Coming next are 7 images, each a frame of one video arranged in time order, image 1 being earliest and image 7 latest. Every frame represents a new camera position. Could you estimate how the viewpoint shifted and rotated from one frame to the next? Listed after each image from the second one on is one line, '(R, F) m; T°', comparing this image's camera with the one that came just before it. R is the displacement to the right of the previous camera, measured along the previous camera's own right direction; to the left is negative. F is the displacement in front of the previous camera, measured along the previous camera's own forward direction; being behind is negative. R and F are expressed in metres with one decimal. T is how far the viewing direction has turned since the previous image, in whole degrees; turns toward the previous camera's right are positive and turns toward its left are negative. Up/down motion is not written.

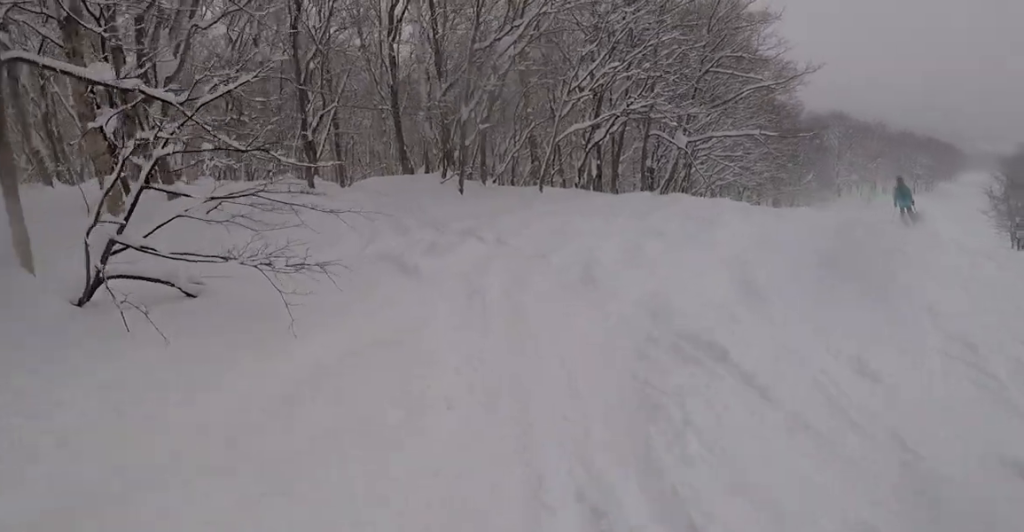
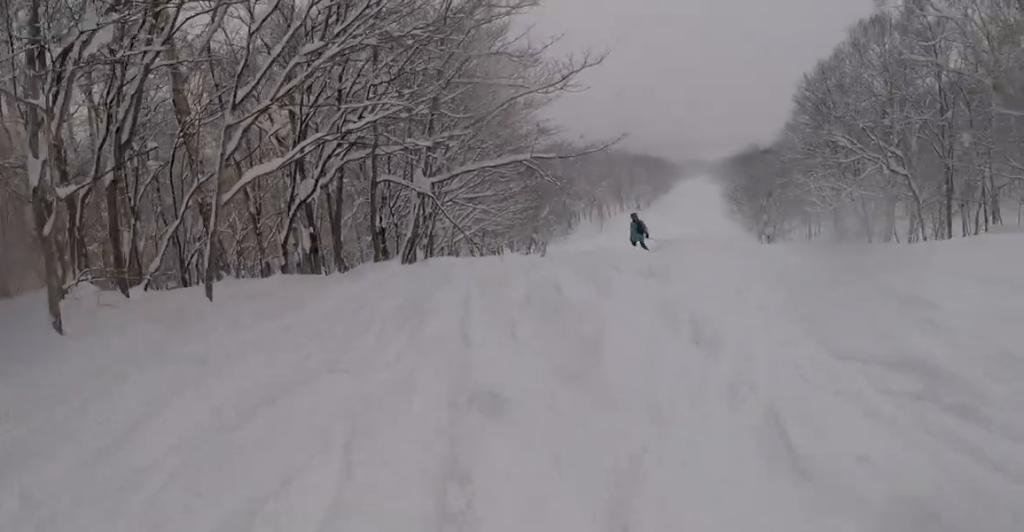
(+2.0, +6.4) m; +27°
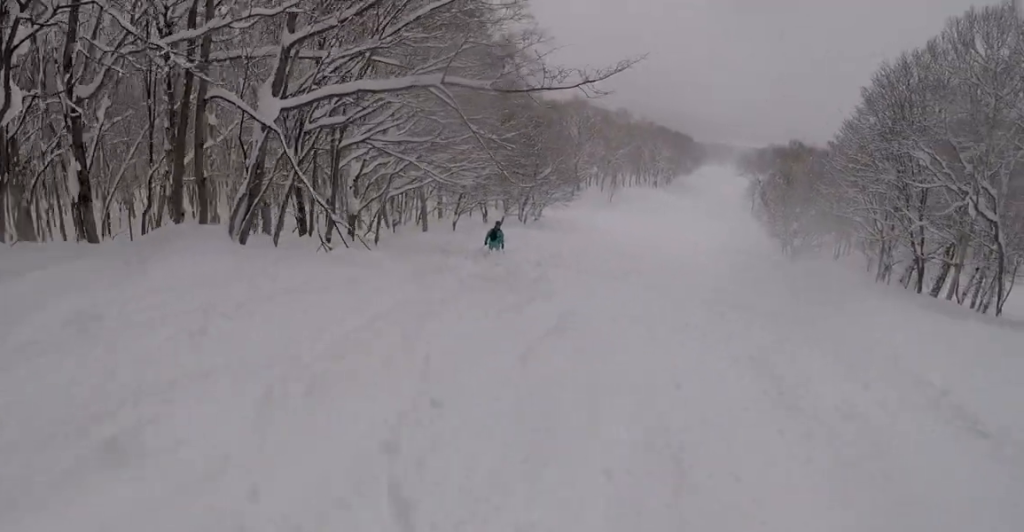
(+0.5, +8.1) m; -6°
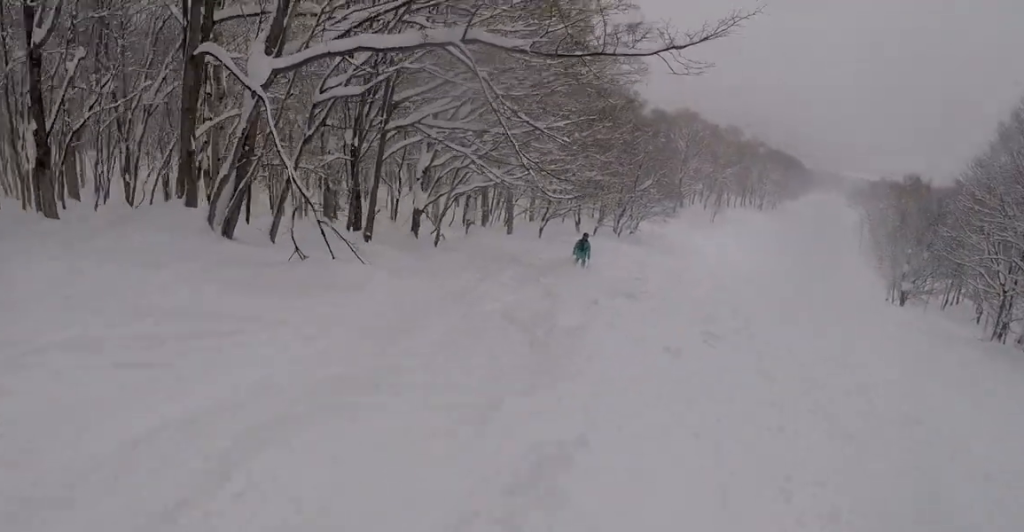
(+0.1, +3.2) m; -8°
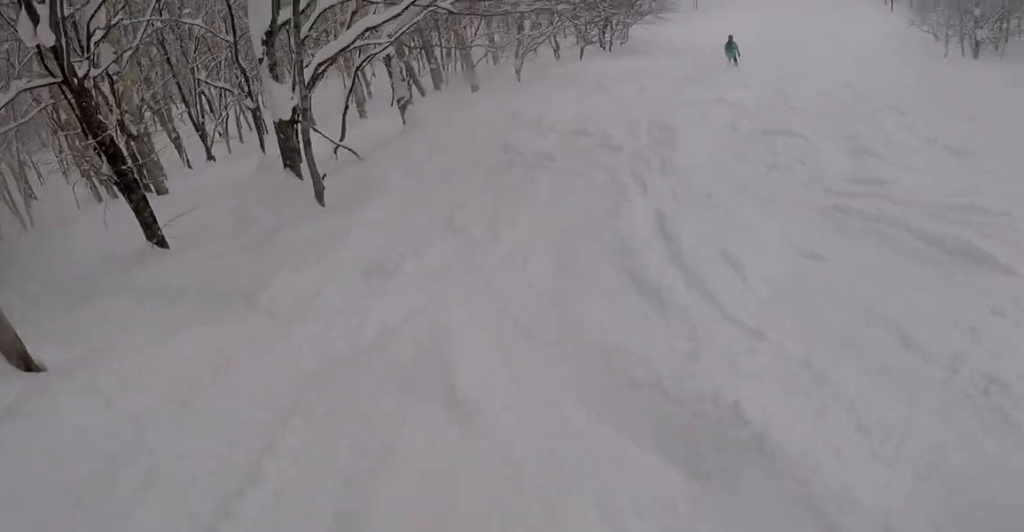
(-1.8, +13.2) m; +3°
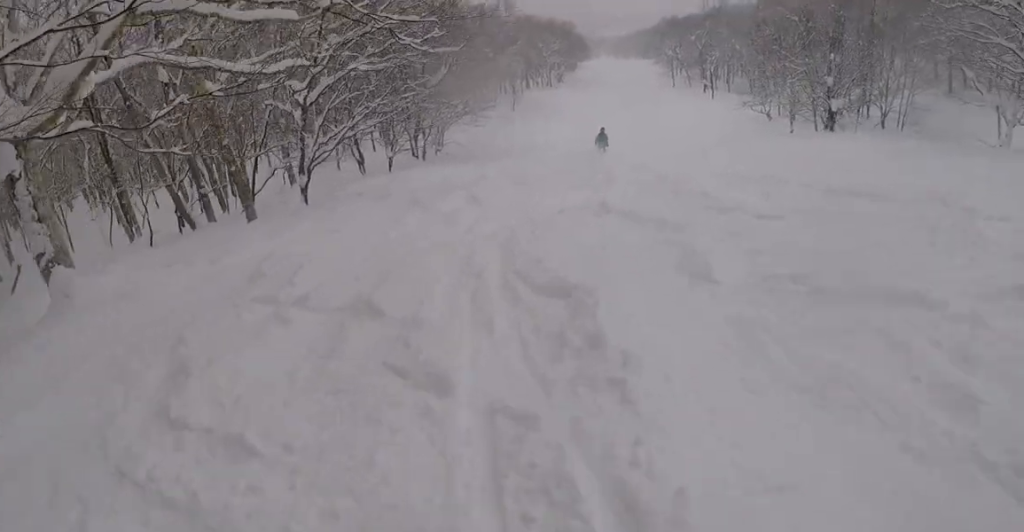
(+1.1, +7.0) m; +11°
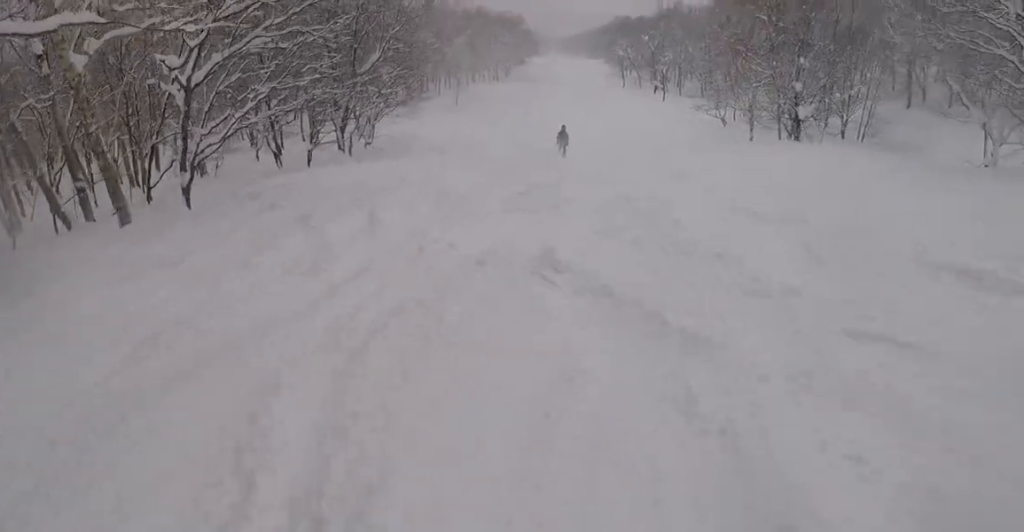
(+0.2, +4.1) m; 0°
